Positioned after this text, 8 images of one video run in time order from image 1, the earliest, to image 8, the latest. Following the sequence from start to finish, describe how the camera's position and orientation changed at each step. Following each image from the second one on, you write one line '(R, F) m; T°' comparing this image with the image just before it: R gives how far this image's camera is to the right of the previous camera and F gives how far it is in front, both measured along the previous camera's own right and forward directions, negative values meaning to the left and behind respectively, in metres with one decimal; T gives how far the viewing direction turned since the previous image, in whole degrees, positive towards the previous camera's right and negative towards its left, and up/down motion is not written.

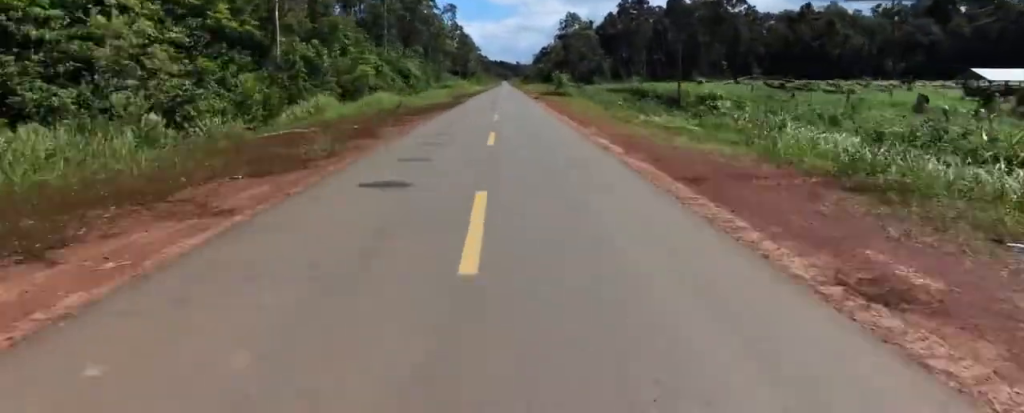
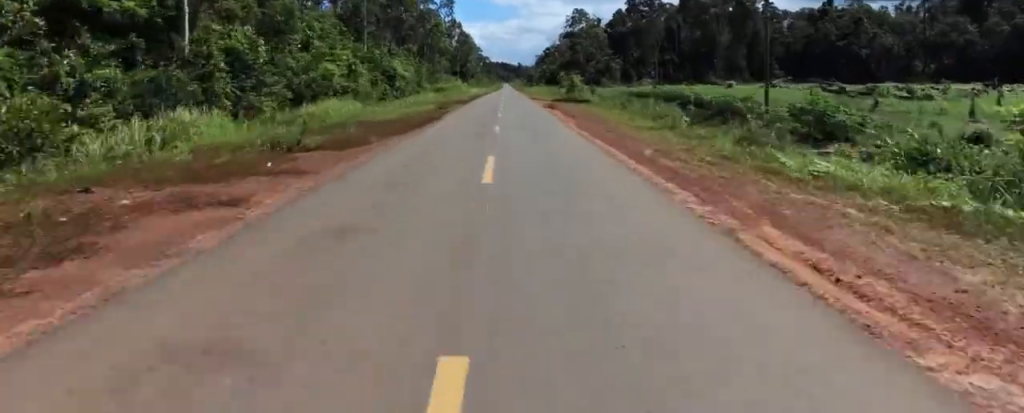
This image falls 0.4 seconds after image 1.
(+0.1, +12.3) m; -2°
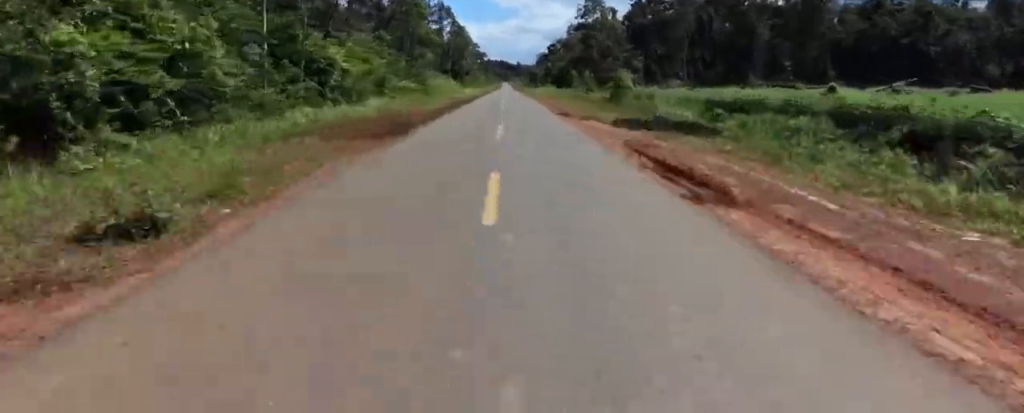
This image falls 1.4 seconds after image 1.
(-0.6, +27.2) m; 0°
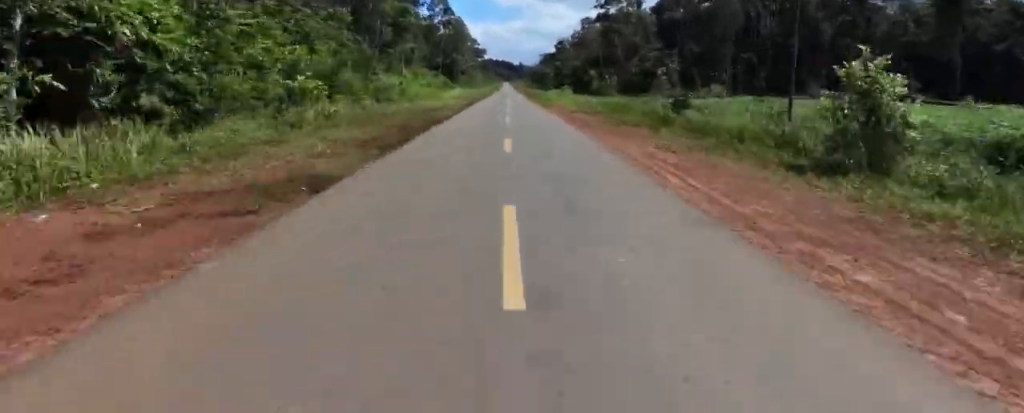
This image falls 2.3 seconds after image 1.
(+0.1, +25.9) m; +6°
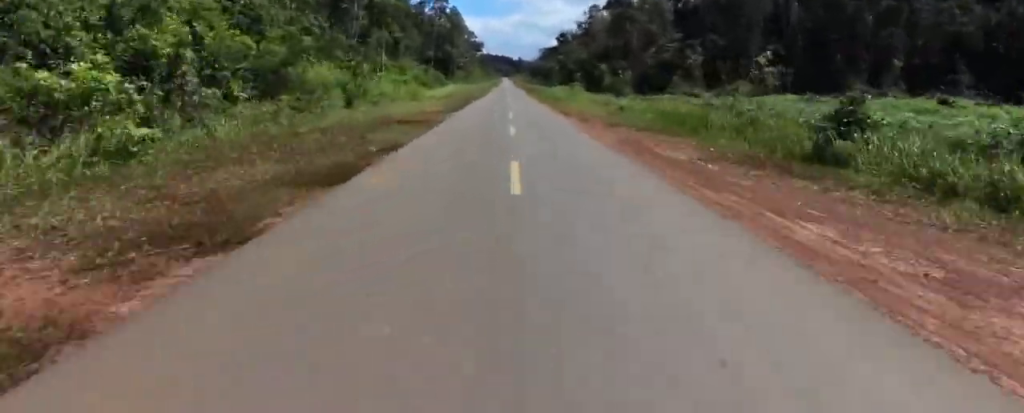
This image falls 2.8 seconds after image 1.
(+1.9, +12.5) m; +2°
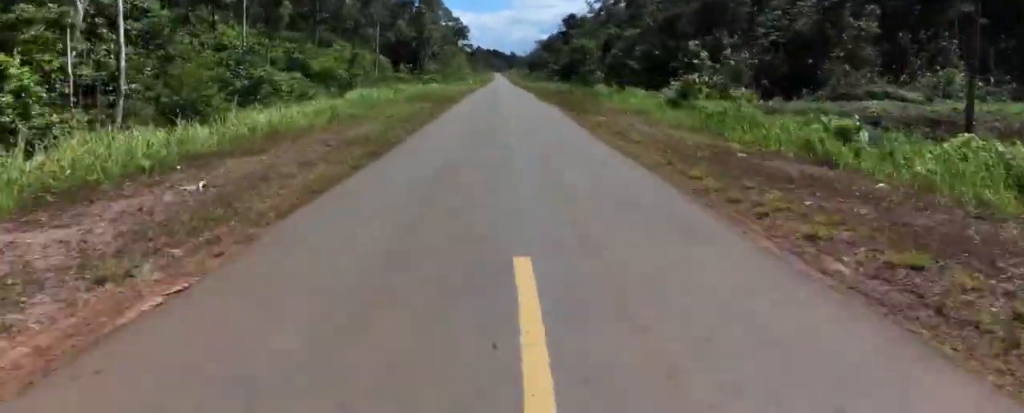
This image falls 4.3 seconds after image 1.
(-1.9, +45.0) m; -5°
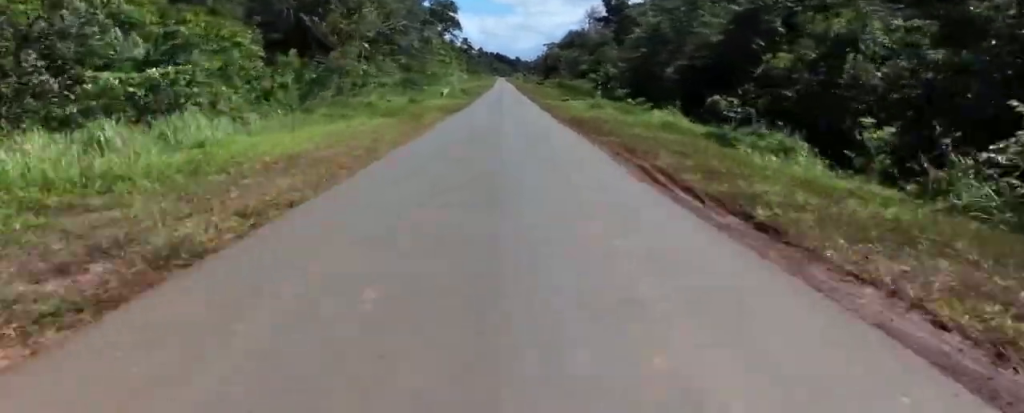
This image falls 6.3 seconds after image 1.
(+0.2, +54.8) m; +1°
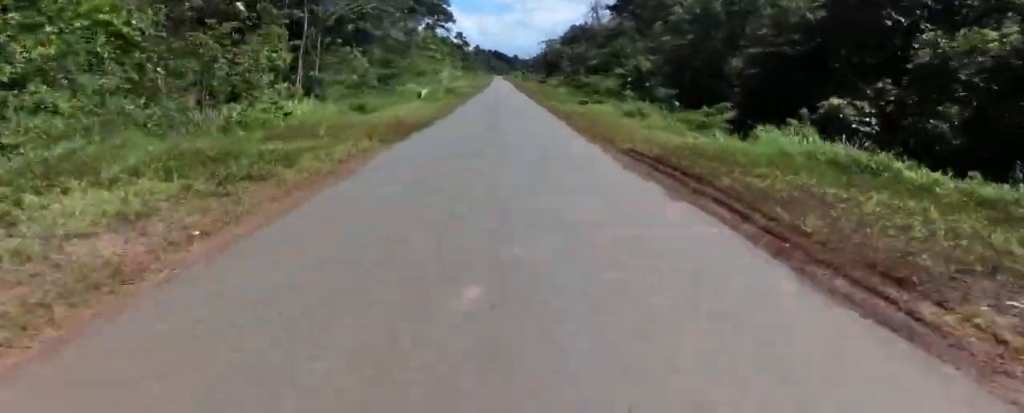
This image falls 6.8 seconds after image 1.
(0.0, +13.3) m; 0°
